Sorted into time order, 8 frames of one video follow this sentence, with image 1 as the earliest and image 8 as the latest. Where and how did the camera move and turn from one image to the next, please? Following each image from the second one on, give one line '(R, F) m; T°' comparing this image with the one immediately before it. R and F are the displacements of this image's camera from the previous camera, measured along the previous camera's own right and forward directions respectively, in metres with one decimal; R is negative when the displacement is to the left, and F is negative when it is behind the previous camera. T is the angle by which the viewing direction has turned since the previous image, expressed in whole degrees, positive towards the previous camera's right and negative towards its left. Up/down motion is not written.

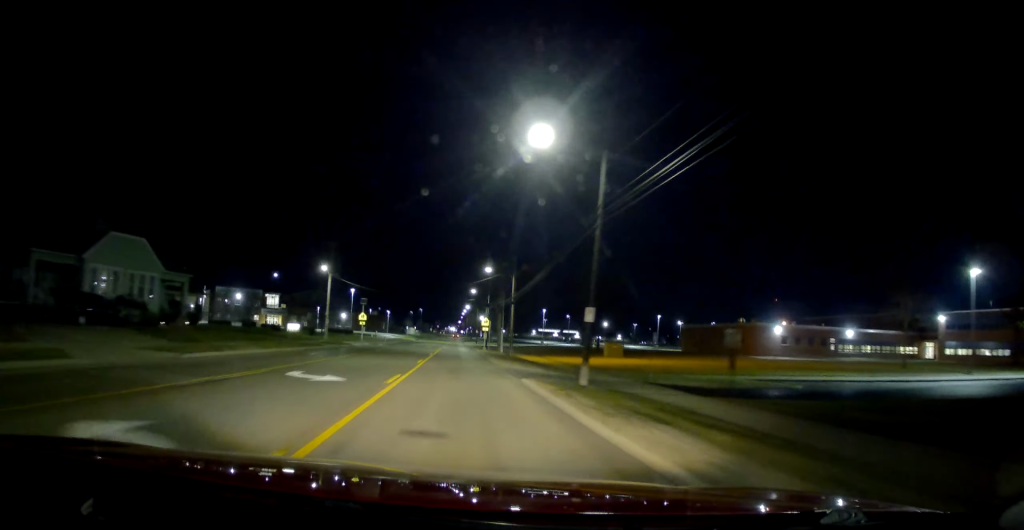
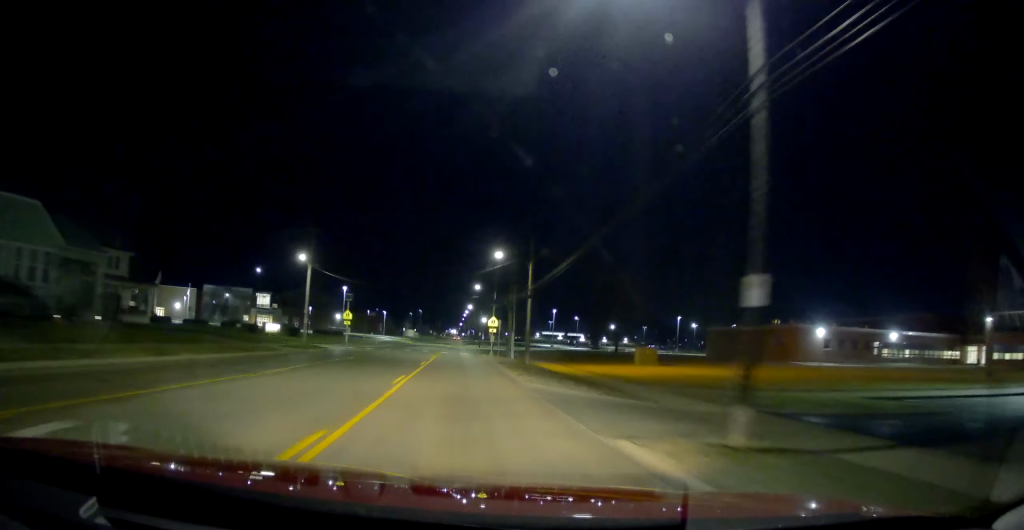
(+0.7, +10.8) m; +1°
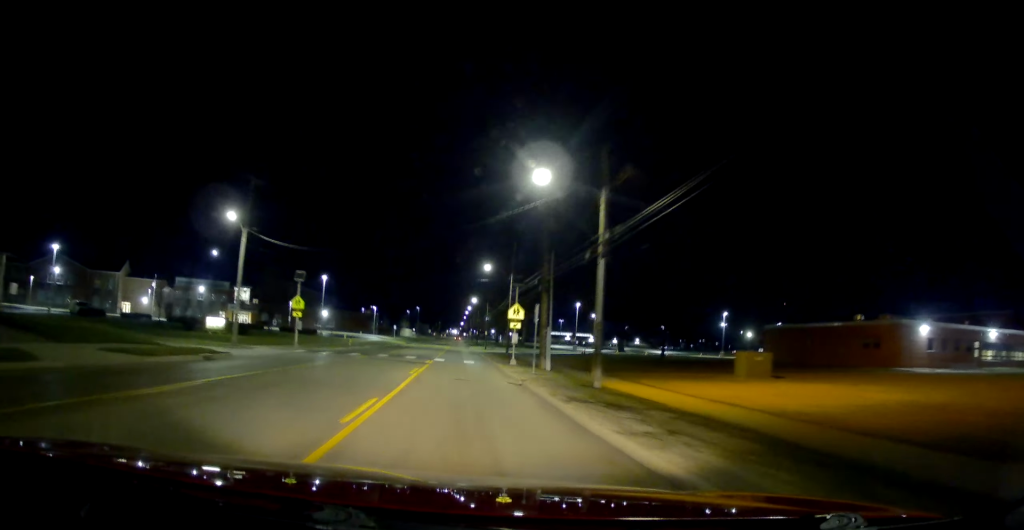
(-0.8, +19.8) m; -2°
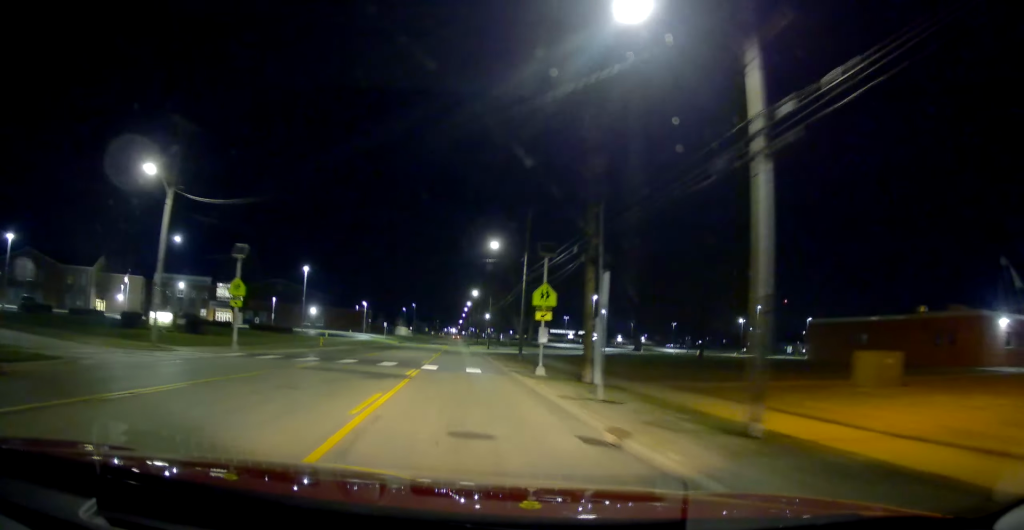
(0.0, +11.6) m; +1°
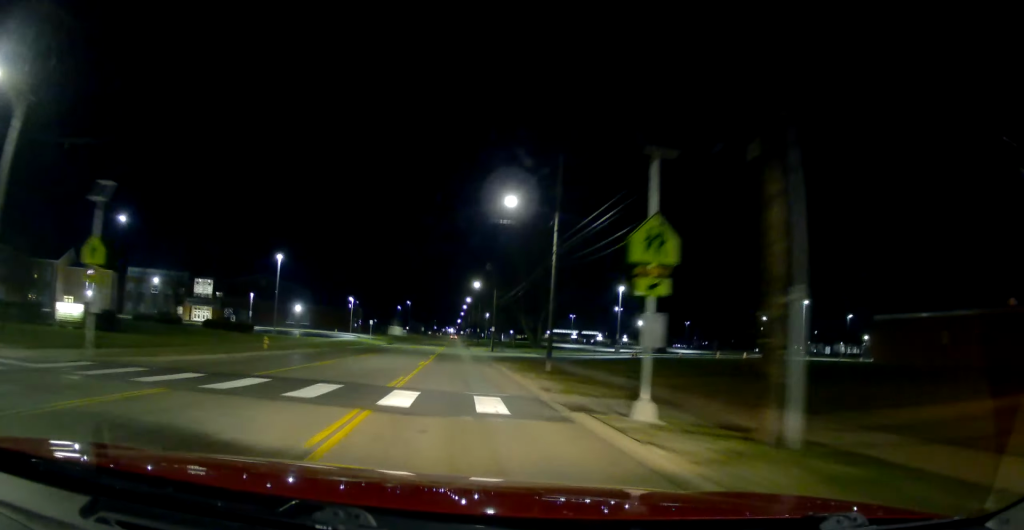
(+0.2, +13.2) m; 0°
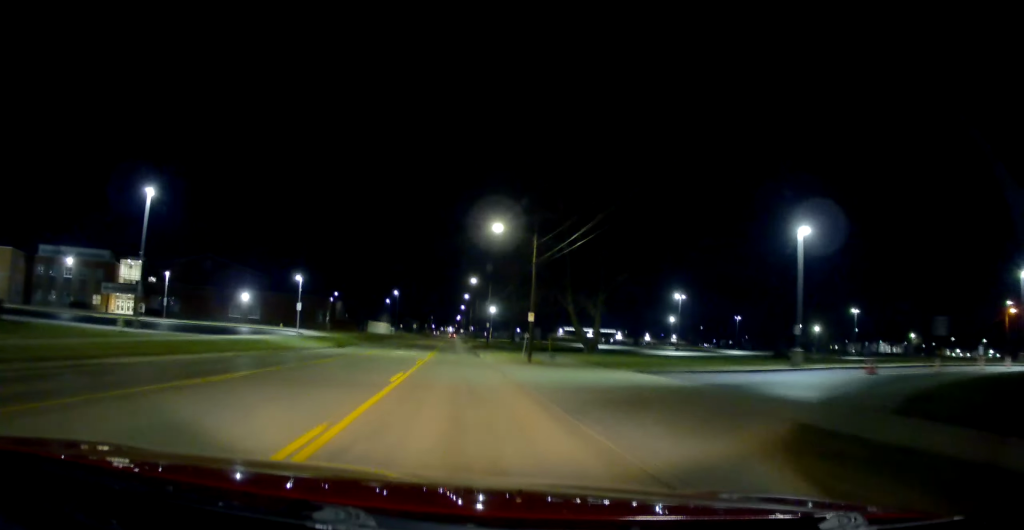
(-0.6, +36.0) m; +2°
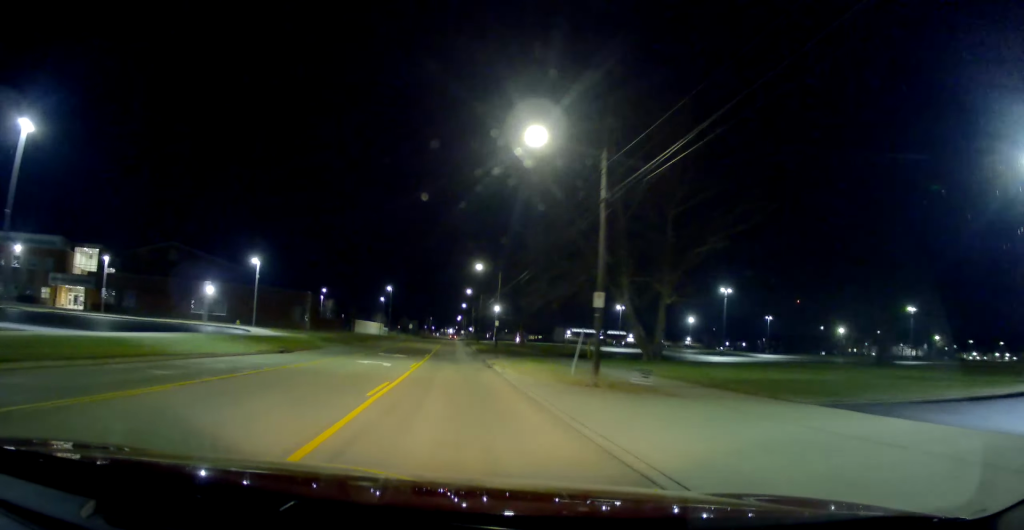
(+0.7, +16.0) m; -1°
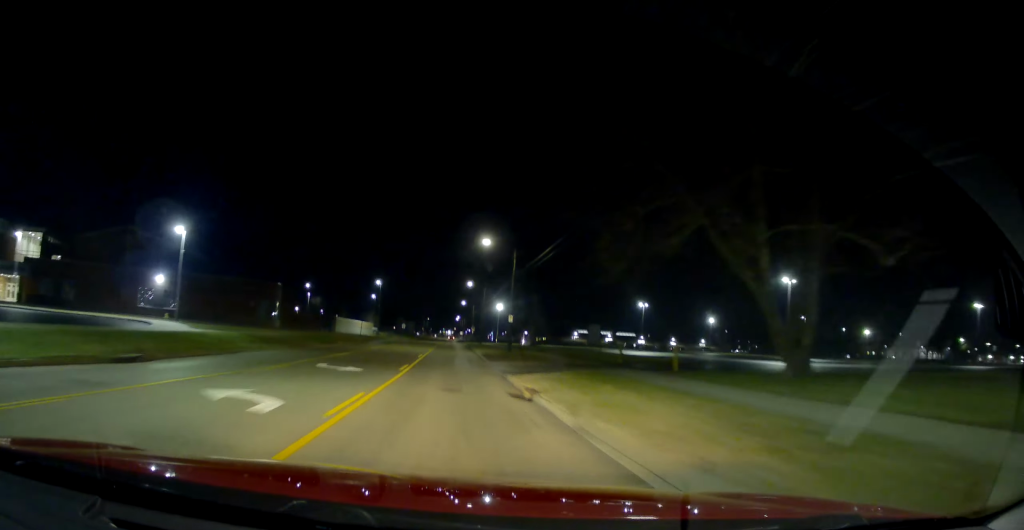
(-1.1, +16.0) m; -3°
